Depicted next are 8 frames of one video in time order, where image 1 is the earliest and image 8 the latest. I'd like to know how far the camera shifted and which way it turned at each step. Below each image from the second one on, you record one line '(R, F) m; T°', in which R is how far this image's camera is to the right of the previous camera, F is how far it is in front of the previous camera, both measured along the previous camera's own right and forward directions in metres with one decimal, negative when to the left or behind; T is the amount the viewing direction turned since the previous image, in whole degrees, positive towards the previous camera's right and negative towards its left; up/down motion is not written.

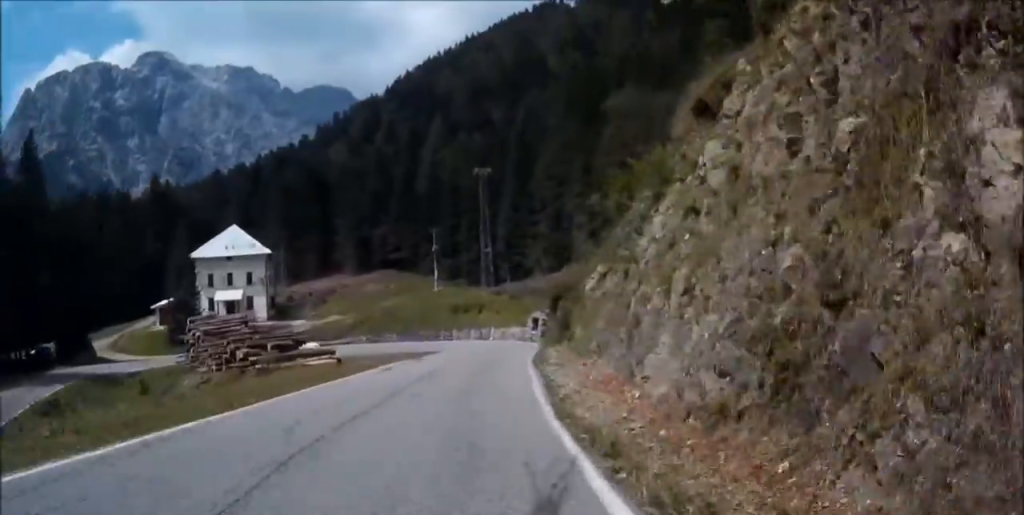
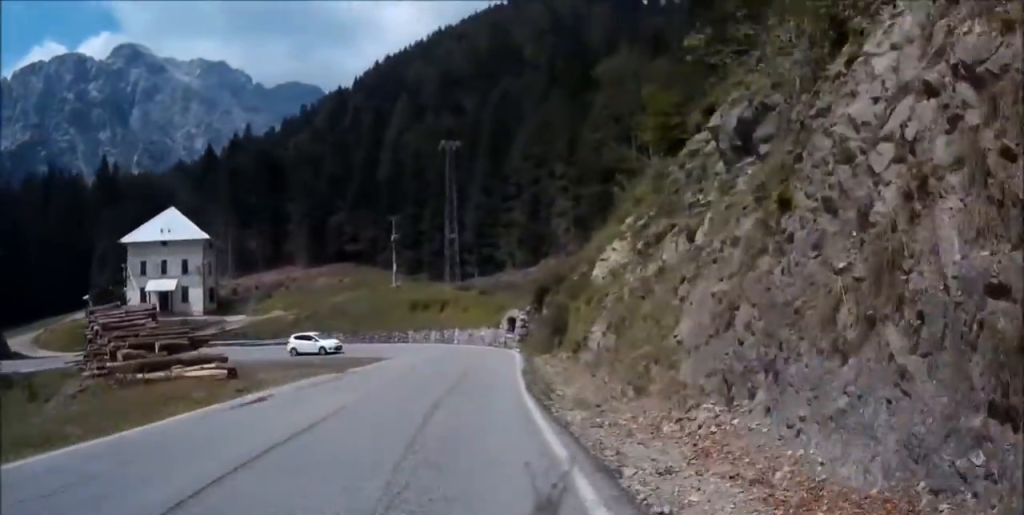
(0.0, +11.4) m; 0°
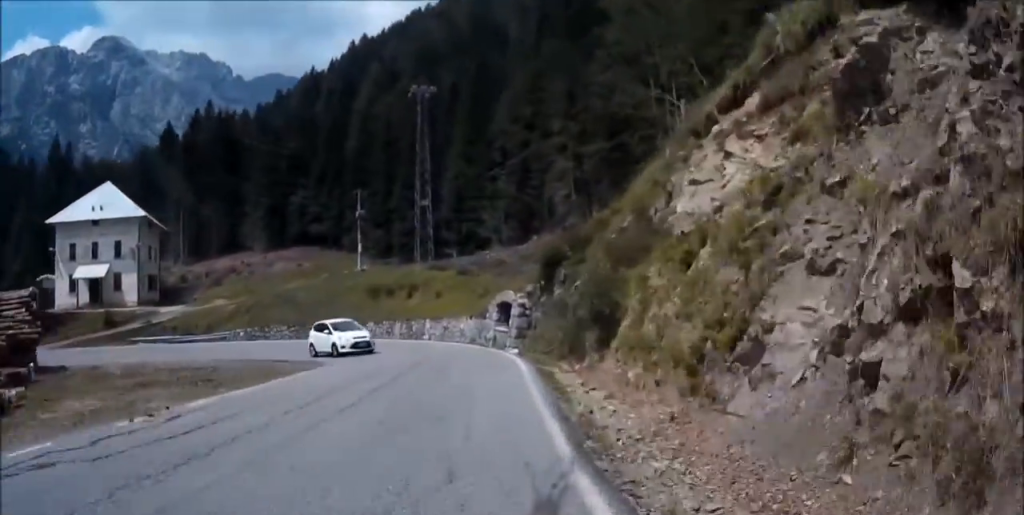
(0.0, +12.4) m; 0°
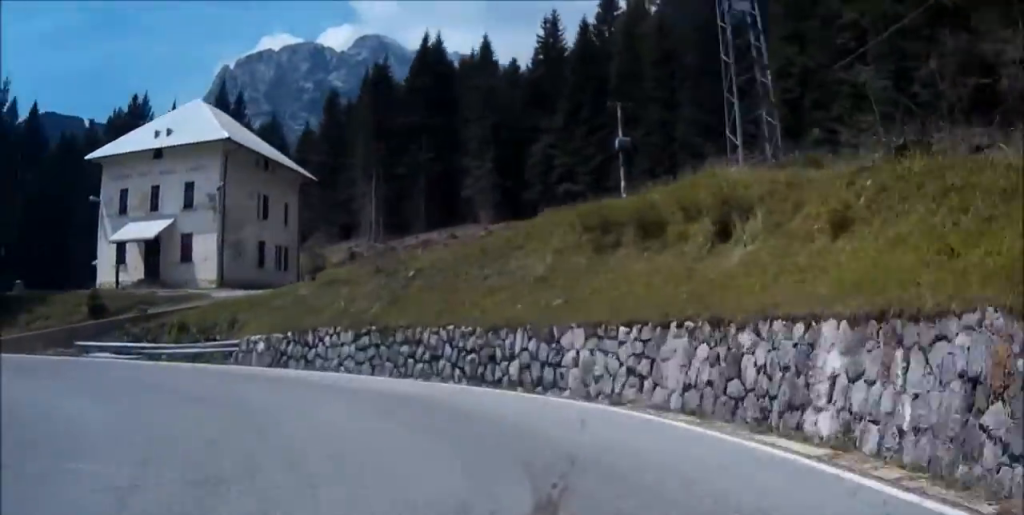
(-5.0, +31.4) m; -46°
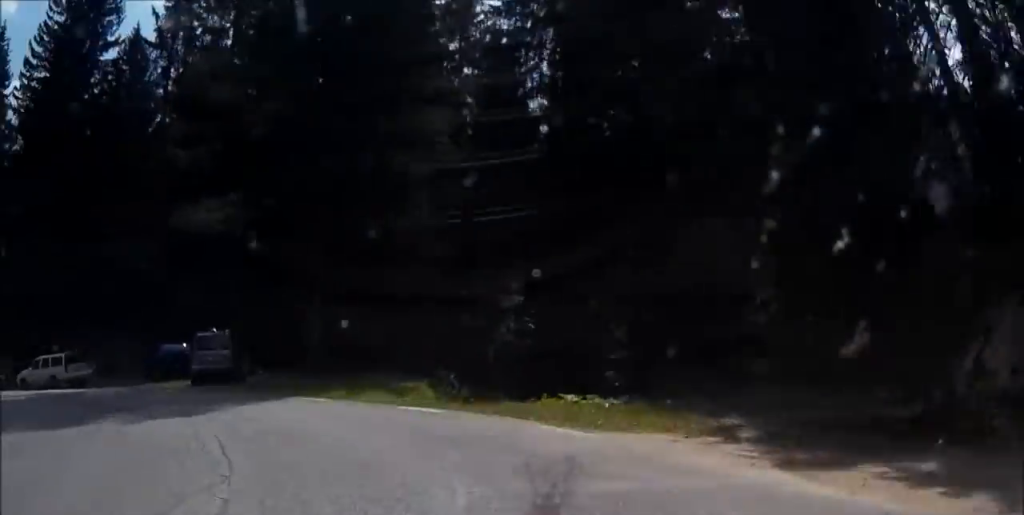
(-26.8, +13.4) m; -108°
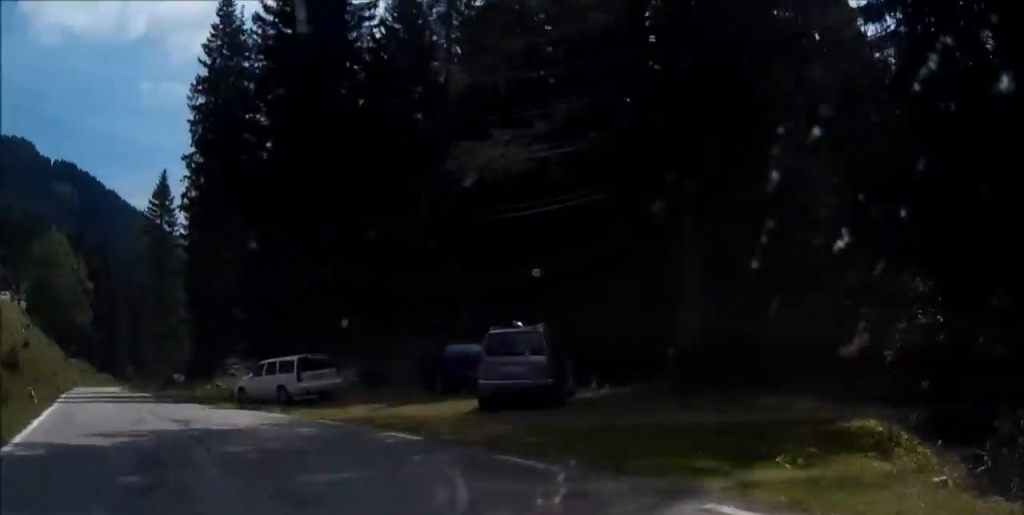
(-1.7, +8.4) m; -13°
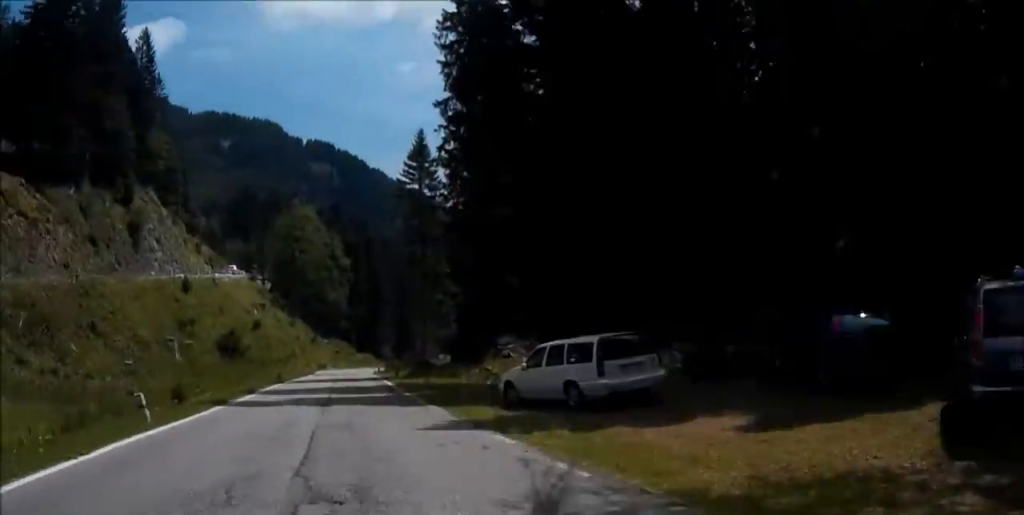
(-2.0, +8.4) m; -9°
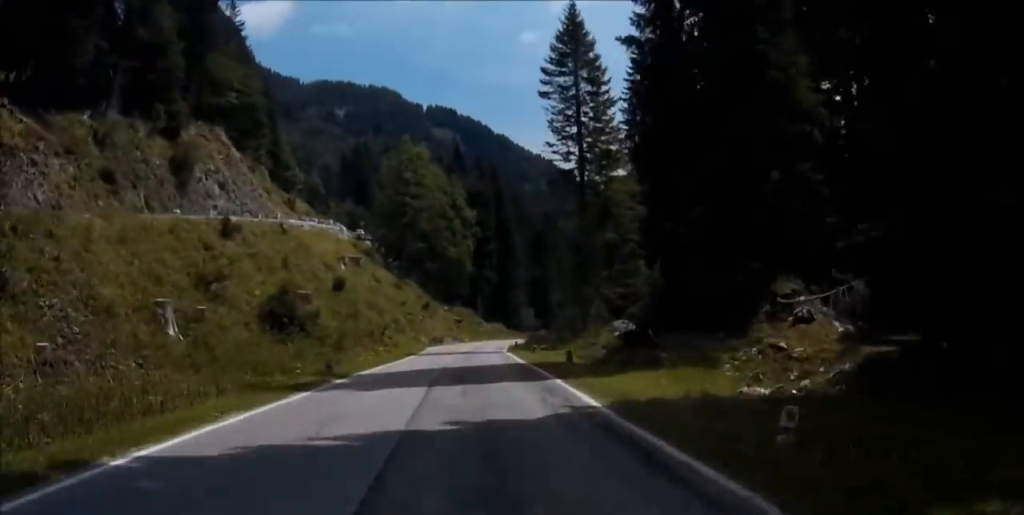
(-2.3, +21.1) m; -2°
